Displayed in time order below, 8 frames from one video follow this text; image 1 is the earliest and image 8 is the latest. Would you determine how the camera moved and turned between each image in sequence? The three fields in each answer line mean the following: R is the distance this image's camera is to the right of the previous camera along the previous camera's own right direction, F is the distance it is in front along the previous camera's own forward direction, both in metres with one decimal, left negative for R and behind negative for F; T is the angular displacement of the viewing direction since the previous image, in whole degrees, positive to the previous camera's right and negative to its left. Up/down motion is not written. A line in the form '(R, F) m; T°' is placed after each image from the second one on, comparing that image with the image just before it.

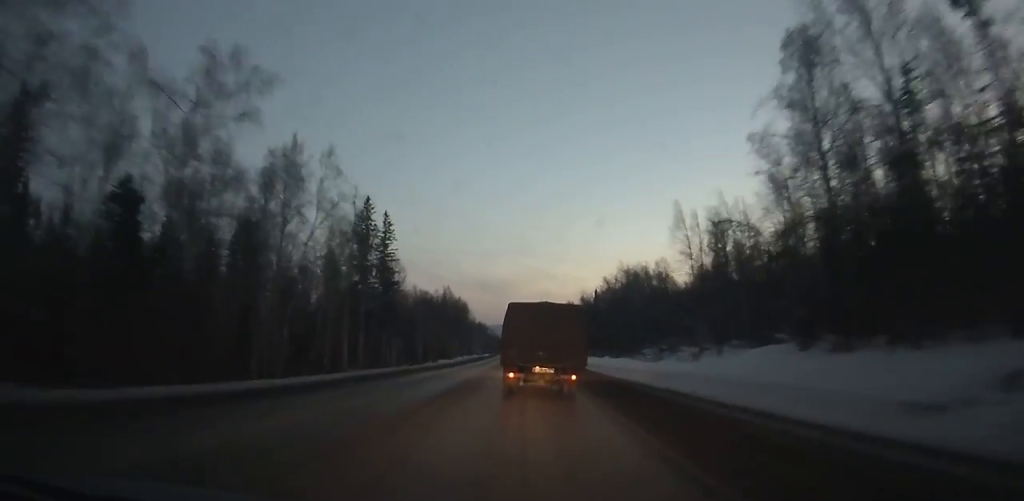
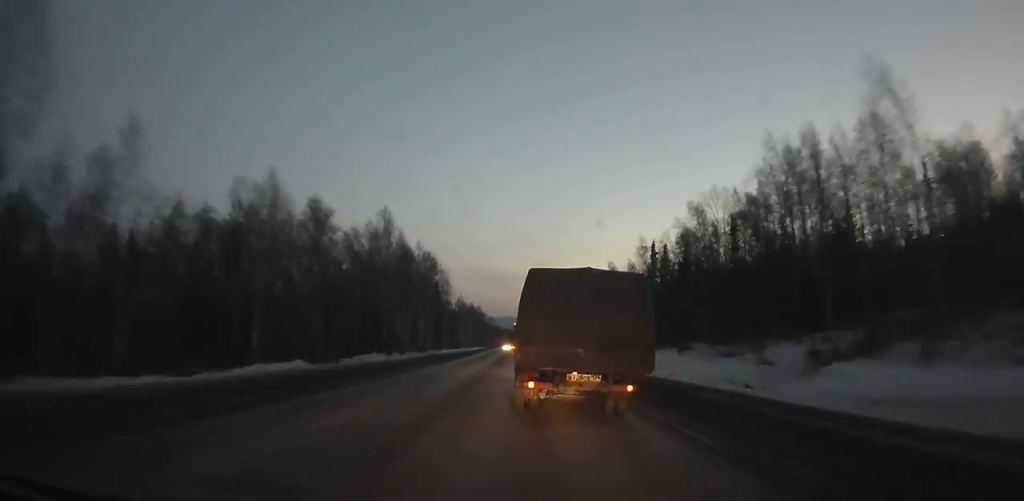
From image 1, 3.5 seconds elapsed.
(-0.6, +62.1) m; 0°
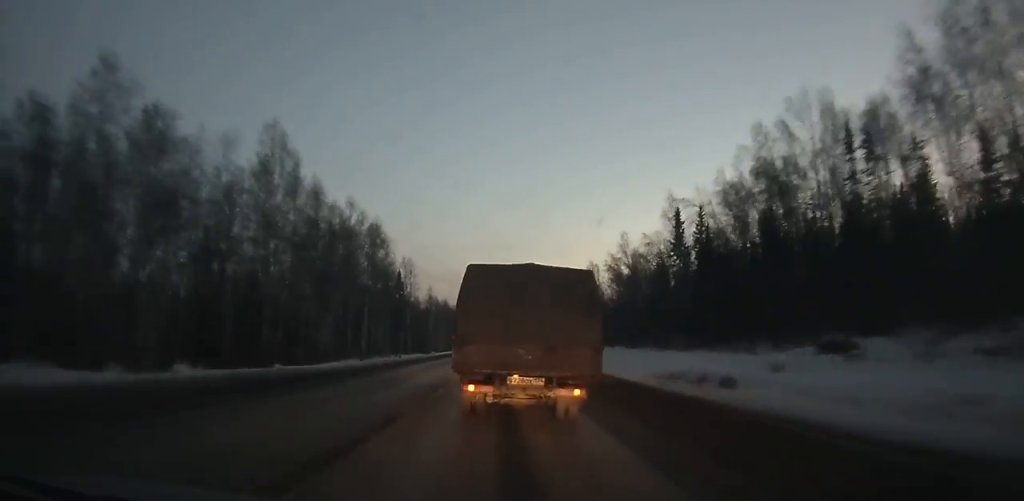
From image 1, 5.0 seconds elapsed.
(+0.3, +26.7) m; 0°
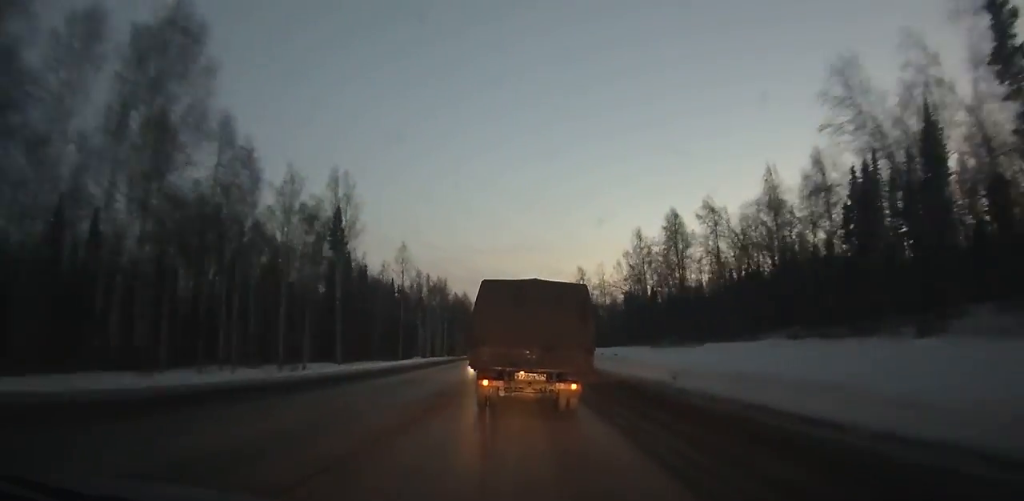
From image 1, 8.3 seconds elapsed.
(-0.4, +58.7) m; -1°
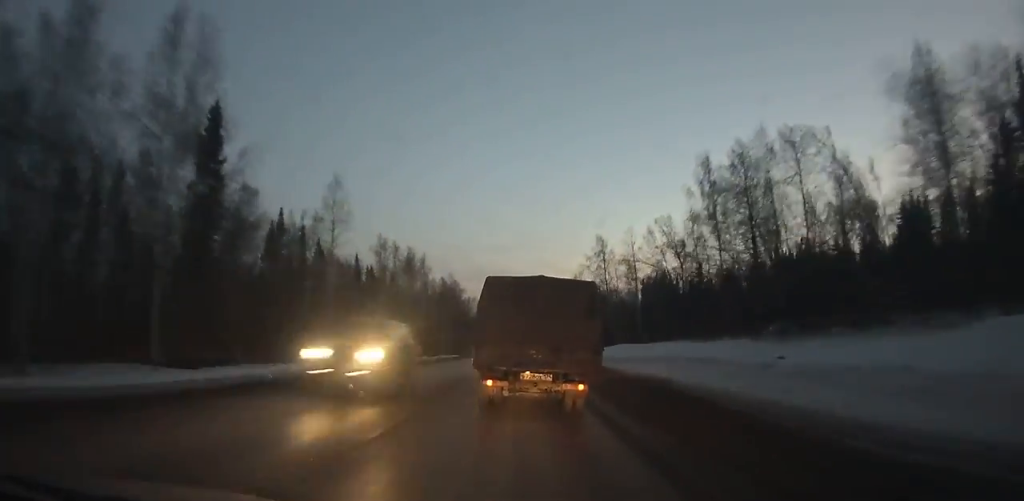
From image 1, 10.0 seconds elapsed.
(-0.2, +30.0) m; 0°
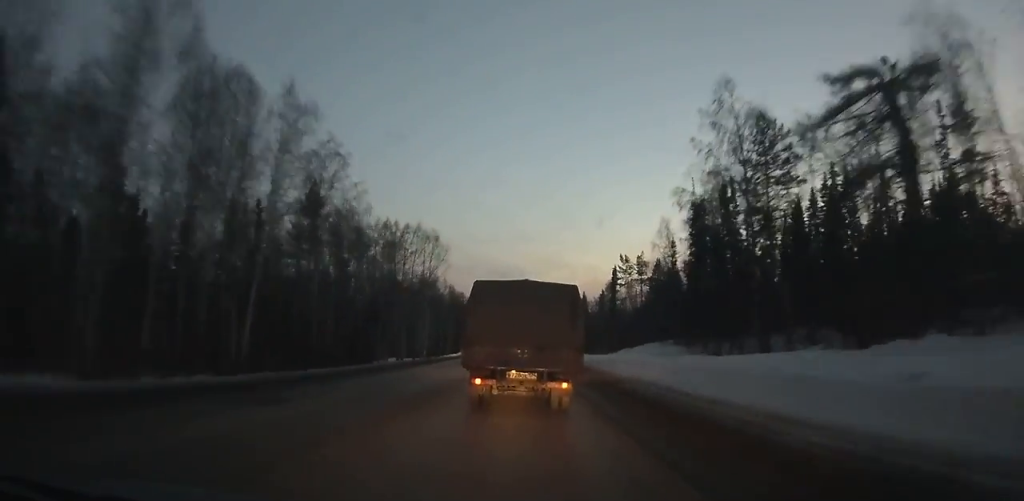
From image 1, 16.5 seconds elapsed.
(-0.2, +112.3) m; 0°
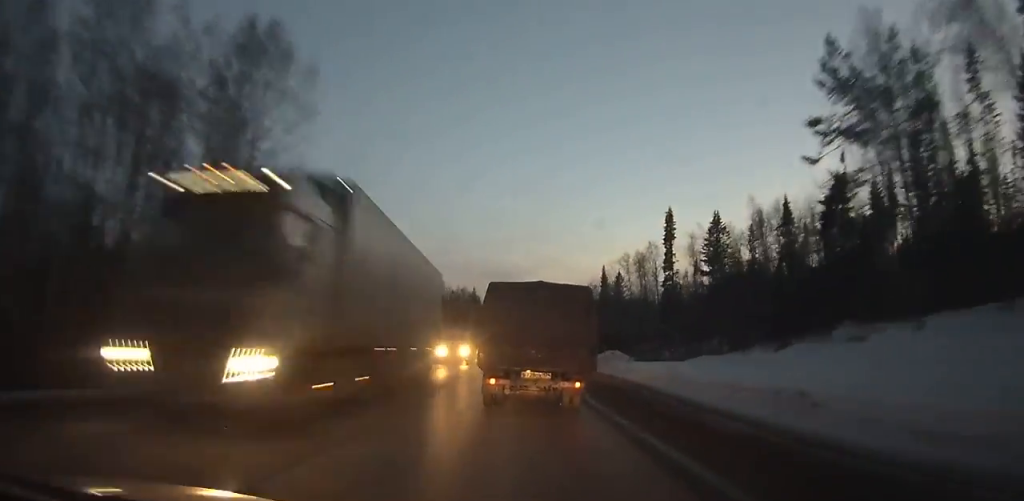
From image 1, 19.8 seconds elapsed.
(+0.2, +56.3) m; 0°
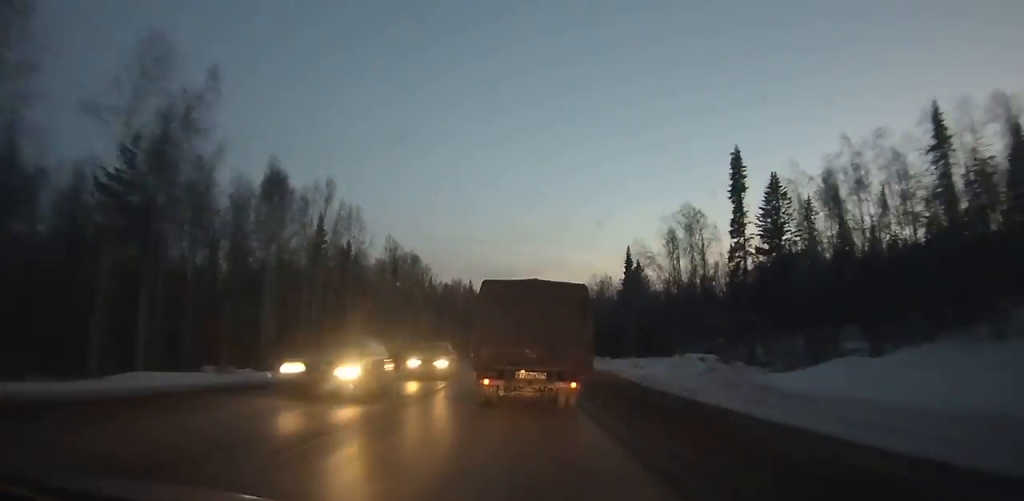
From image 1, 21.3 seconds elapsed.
(0.0, +25.7) m; 0°
